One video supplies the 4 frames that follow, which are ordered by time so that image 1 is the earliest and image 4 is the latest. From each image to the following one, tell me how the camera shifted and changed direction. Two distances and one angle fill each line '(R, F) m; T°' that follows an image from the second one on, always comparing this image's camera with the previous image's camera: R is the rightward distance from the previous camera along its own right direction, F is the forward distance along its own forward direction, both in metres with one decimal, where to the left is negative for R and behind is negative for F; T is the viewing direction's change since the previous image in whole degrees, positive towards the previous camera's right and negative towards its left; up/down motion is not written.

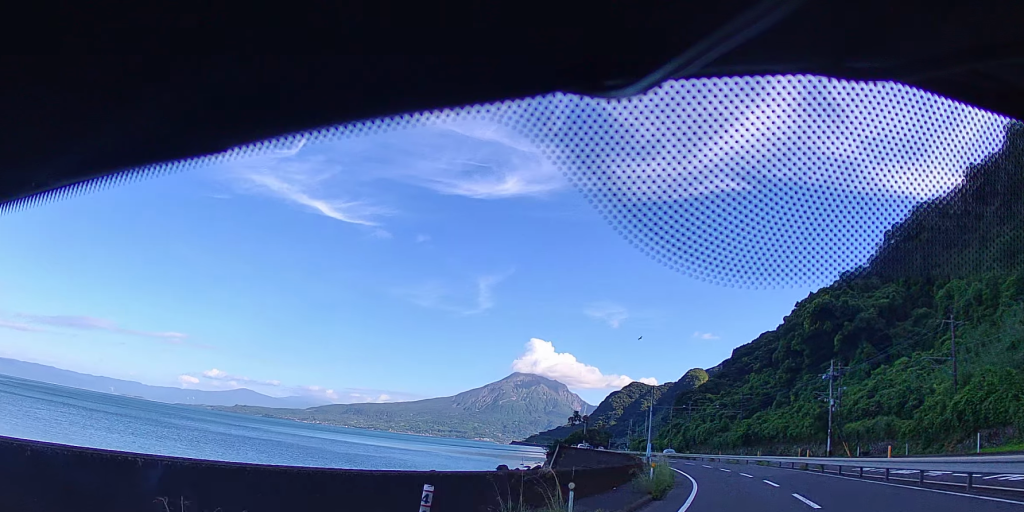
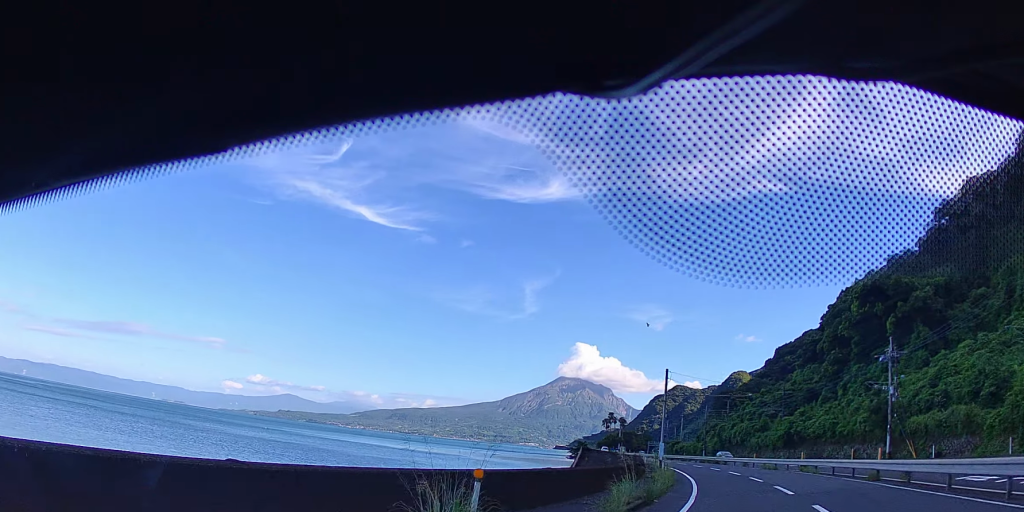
(-0.7, +14.2) m; -2°
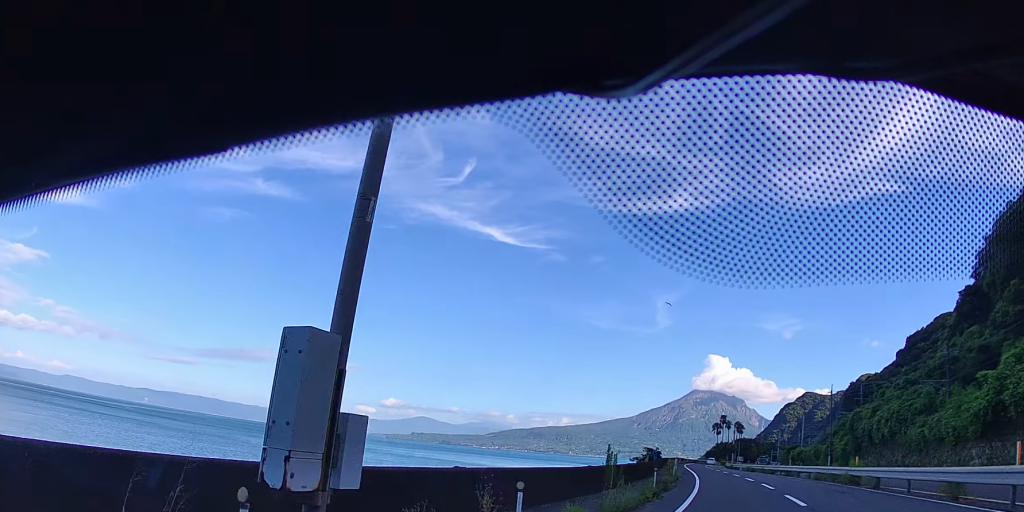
(-3.9, +43.3) m; -13°
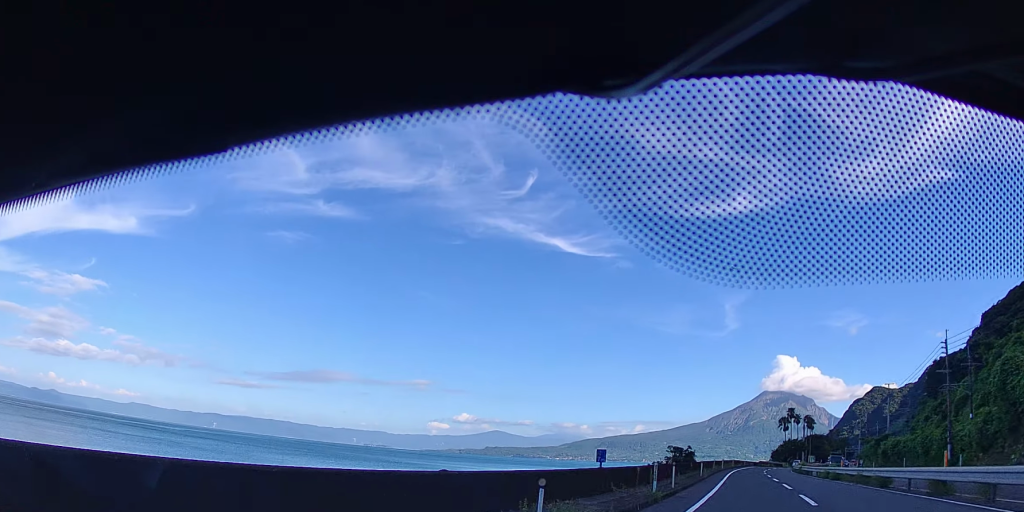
(-1.7, +29.8) m; -5°
